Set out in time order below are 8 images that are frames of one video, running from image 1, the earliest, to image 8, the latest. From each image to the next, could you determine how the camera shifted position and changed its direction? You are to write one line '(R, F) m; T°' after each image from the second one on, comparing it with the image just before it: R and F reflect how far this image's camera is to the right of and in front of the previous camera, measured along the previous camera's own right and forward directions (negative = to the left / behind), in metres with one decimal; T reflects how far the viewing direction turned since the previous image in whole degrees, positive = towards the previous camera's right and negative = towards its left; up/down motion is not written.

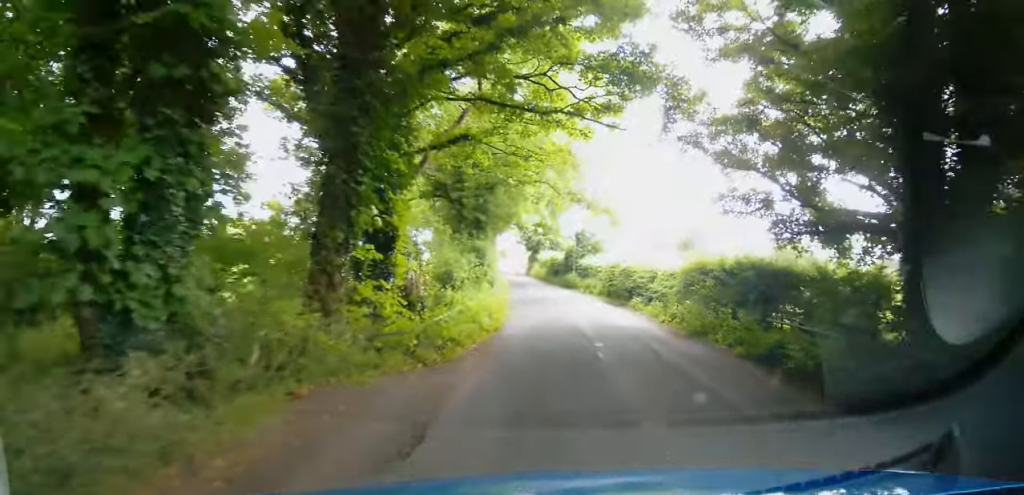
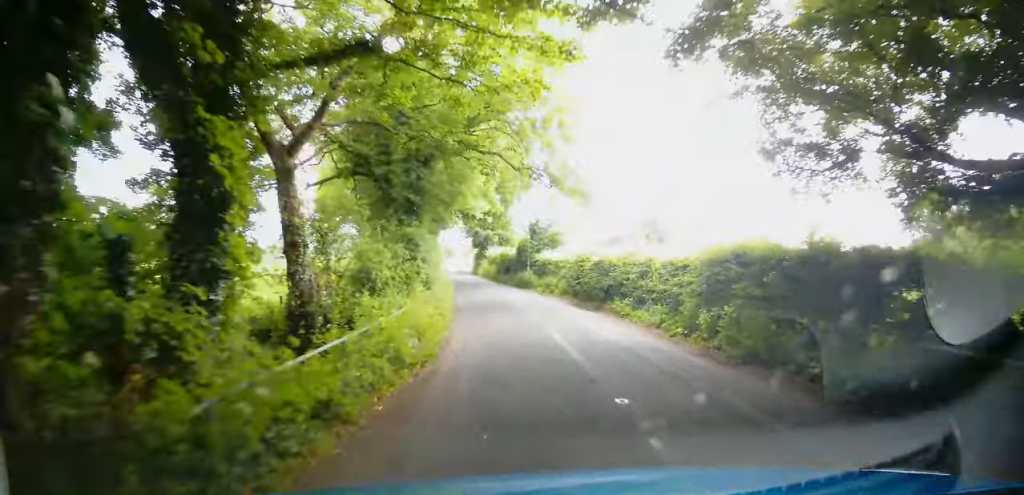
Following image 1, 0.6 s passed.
(+0.2, +5.8) m; +2°
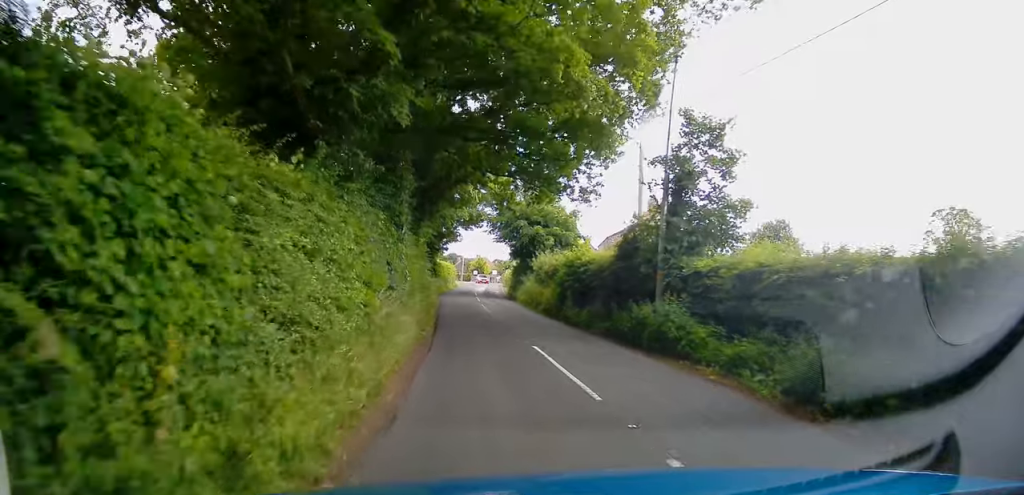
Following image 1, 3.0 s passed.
(+1.2, +25.4) m; +3°
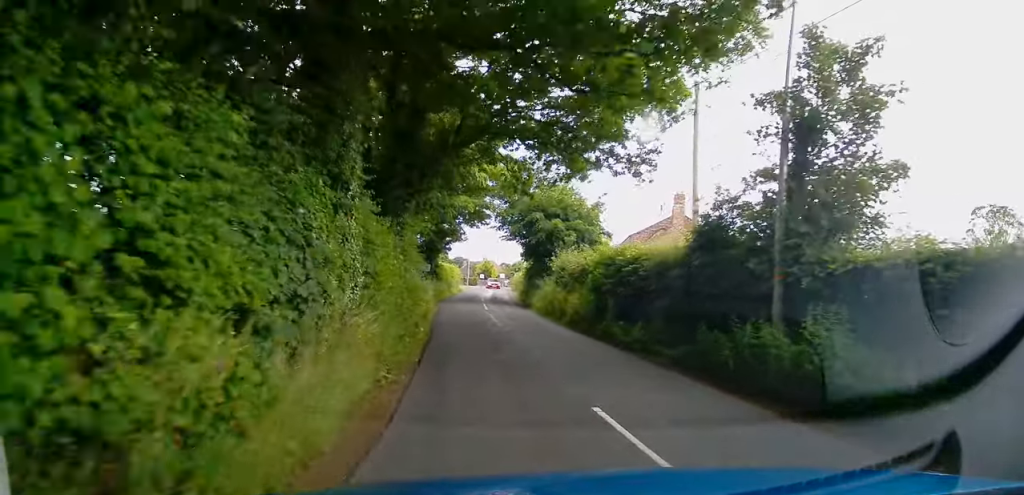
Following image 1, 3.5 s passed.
(-0.1, +6.4) m; 0°
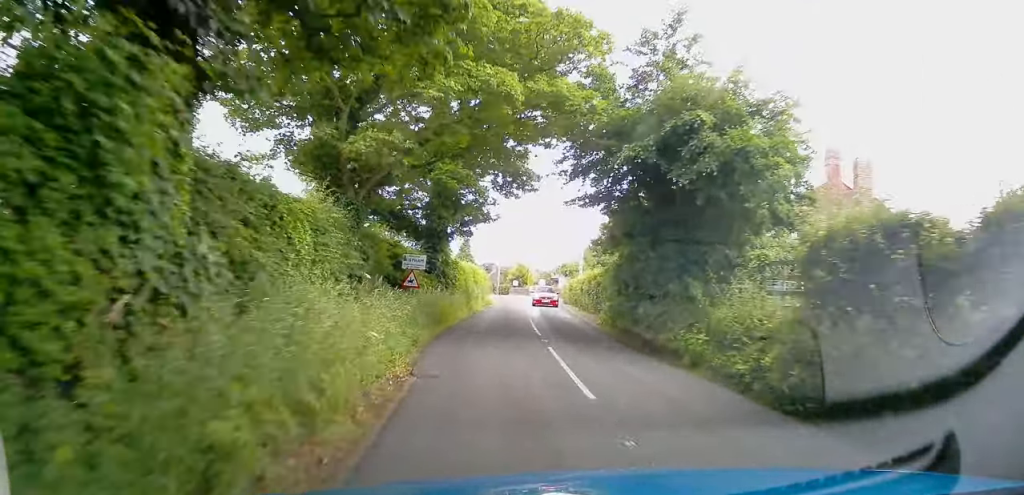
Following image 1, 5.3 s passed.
(-0.6, +20.7) m; -4°
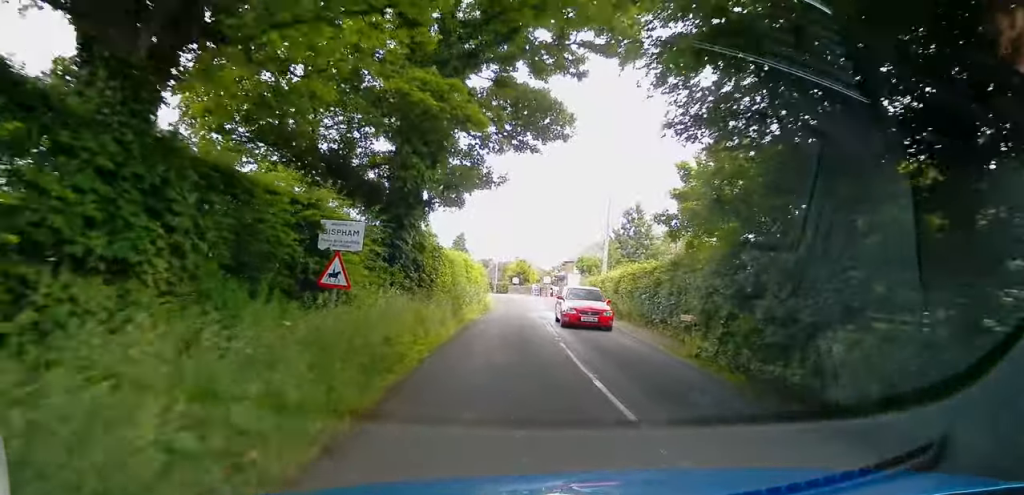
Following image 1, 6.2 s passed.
(-0.2, +10.1) m; +1°
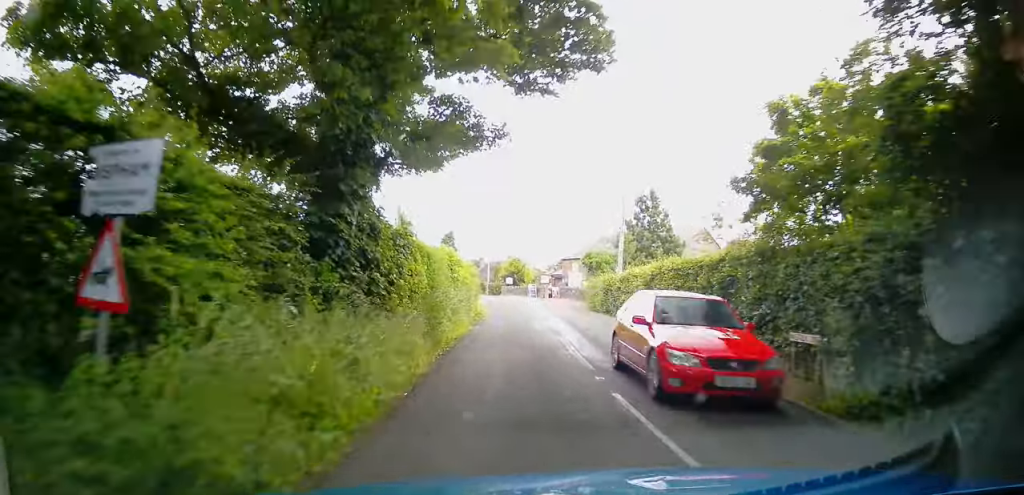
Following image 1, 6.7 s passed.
(0.0, +6.4) m; +2°
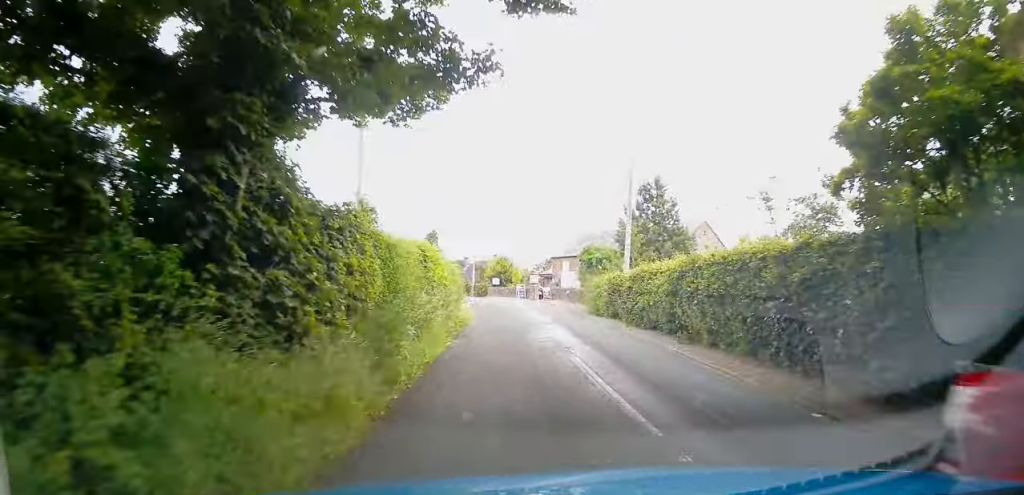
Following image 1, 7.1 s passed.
(+0.1, +4.6) m; +1°
